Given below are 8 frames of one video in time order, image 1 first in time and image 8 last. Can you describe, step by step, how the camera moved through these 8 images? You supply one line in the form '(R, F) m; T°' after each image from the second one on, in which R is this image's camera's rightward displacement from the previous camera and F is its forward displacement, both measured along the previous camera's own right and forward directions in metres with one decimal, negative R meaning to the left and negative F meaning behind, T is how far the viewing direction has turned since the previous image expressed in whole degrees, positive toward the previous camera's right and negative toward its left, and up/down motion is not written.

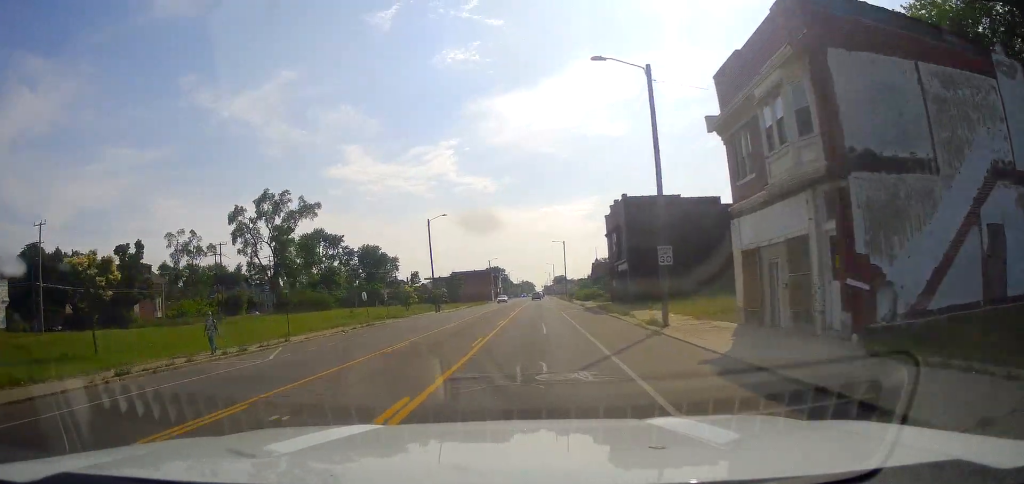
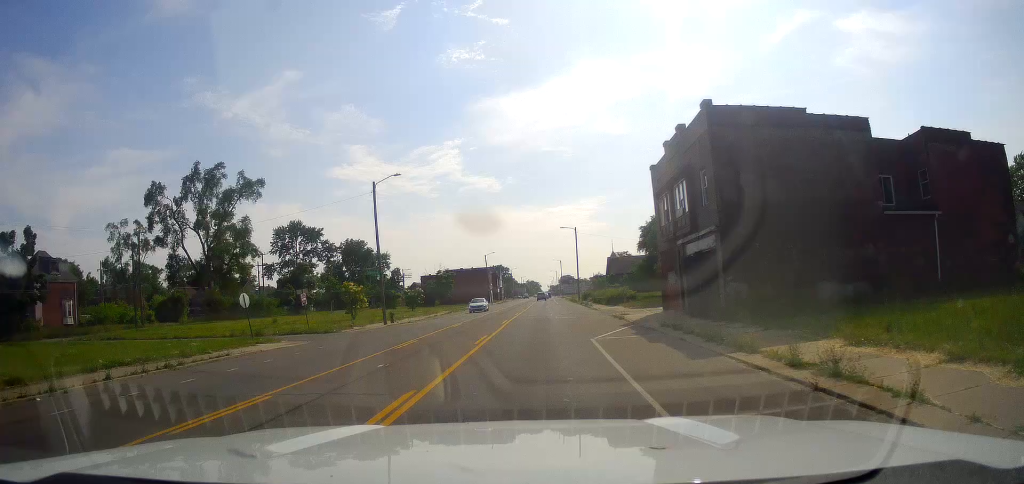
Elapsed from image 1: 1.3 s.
(0.0, +23.5) m; 0°
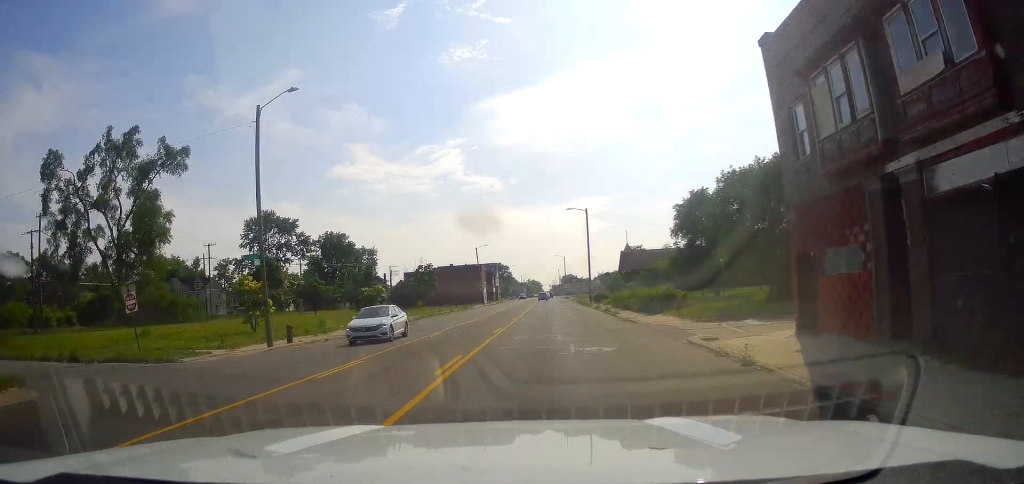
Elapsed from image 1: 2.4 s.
(+0.2, +19.0) m; -1°
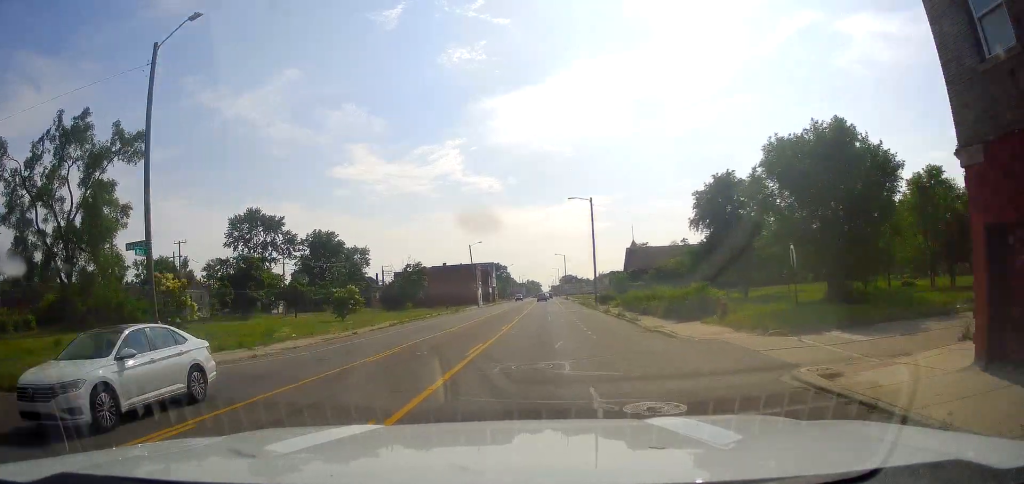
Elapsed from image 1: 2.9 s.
(0.0, +8.0) m; 0°
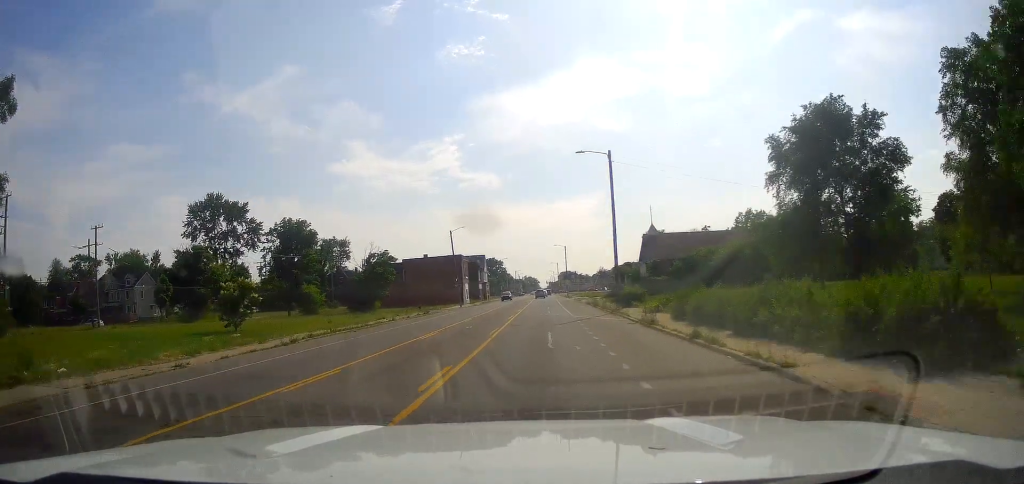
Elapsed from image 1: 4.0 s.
(-0.4, +18.4) m; 0°
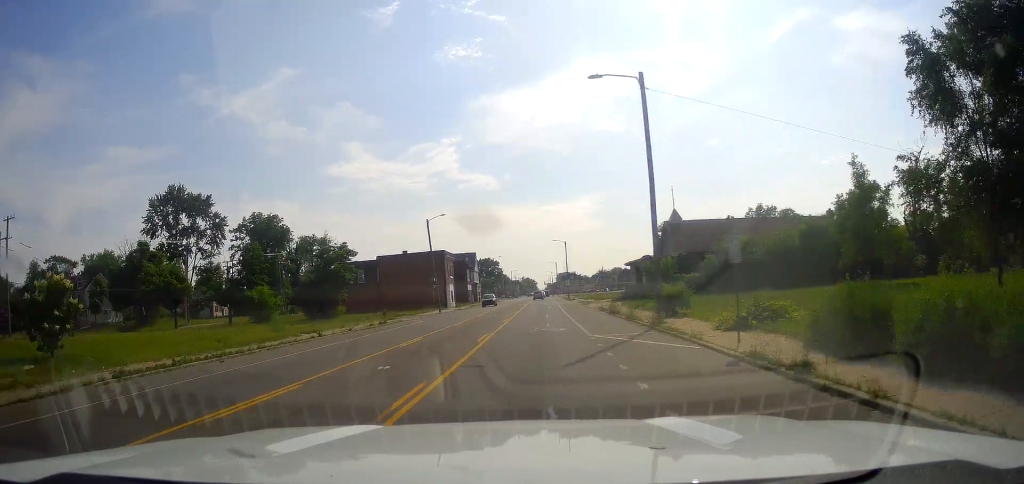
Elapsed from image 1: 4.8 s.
(+0.3, +14.7) m; +1°
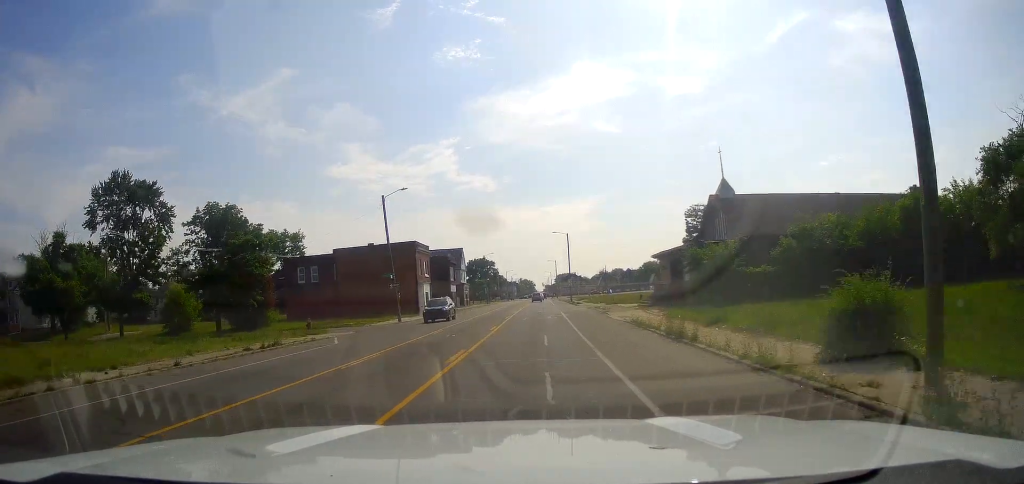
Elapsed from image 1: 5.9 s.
(+0.1, +18.0) m; 0°
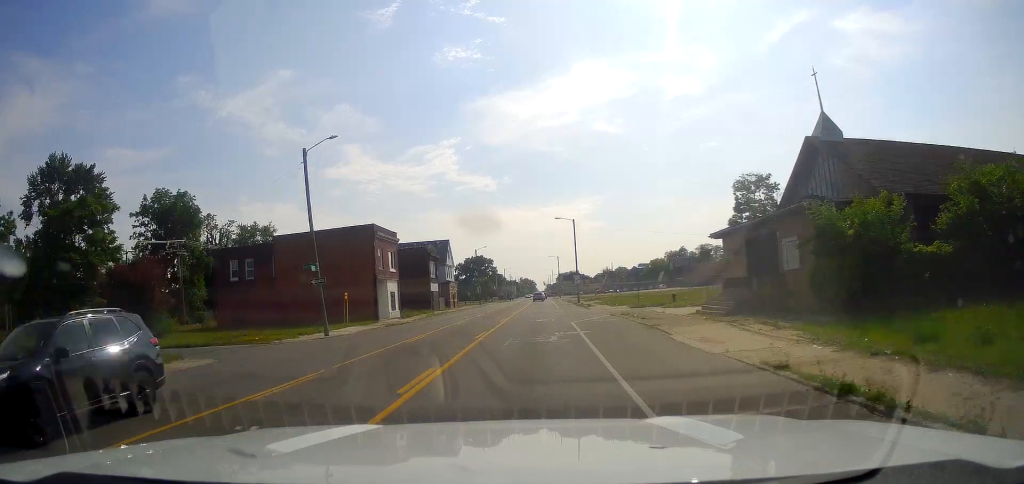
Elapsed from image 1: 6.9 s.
(0.0, +16.9) m; -1°
